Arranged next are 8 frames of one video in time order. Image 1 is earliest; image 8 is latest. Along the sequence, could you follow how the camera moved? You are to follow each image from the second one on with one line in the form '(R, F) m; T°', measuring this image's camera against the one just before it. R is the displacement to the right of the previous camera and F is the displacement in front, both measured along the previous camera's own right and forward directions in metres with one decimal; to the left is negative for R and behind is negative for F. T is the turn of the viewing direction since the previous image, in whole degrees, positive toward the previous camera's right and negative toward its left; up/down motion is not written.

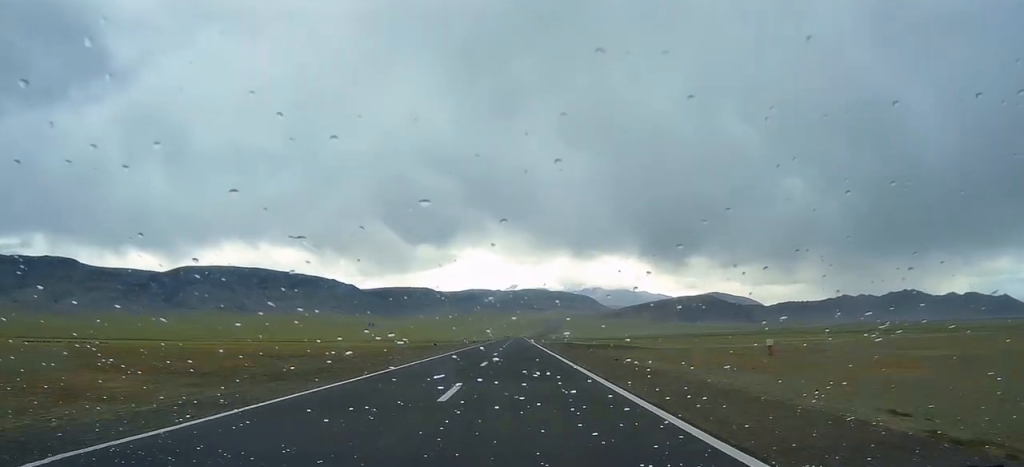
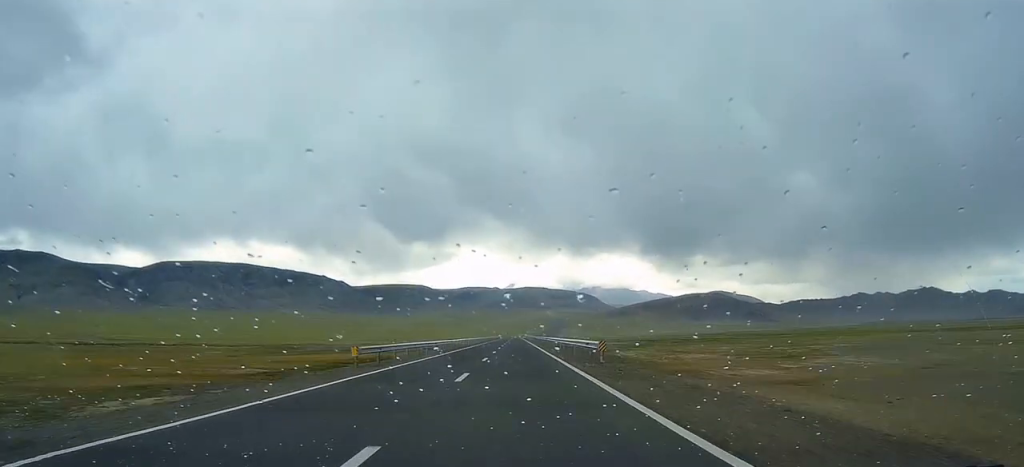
(-0.2, +241.3) m; 0°
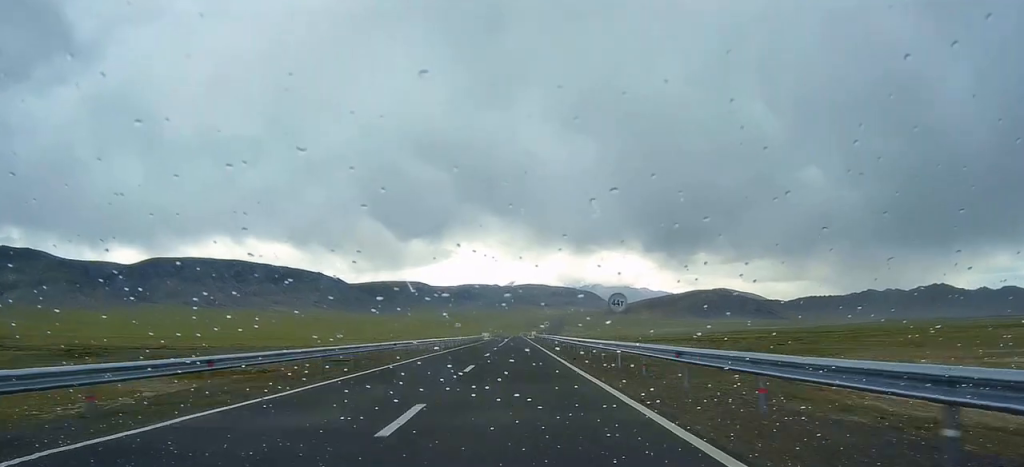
(+0.1, +116.3) m; 0°
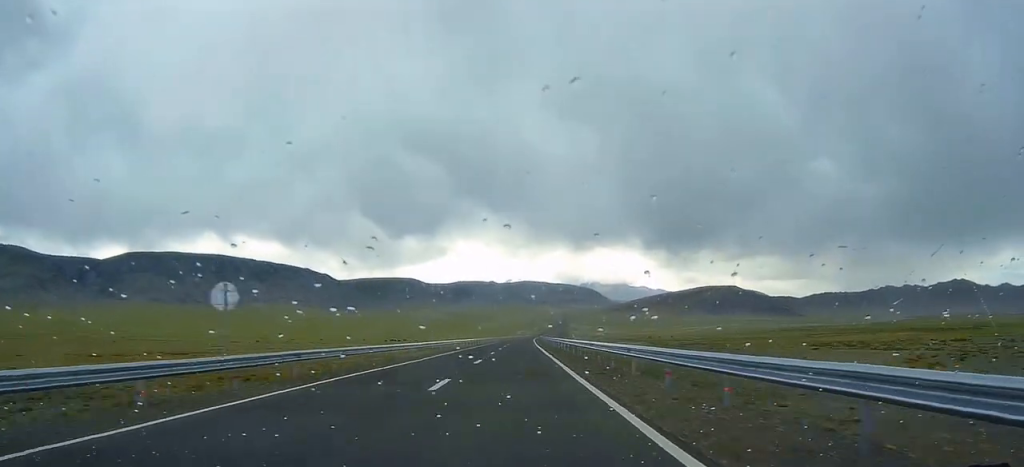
(+1.1, +242.8) m; +2°
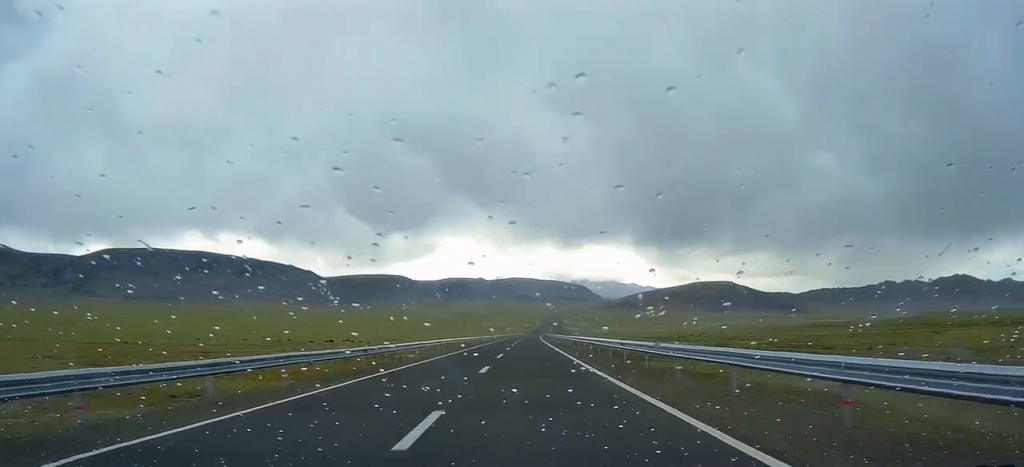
(+3.1, +117.4) m; +1°
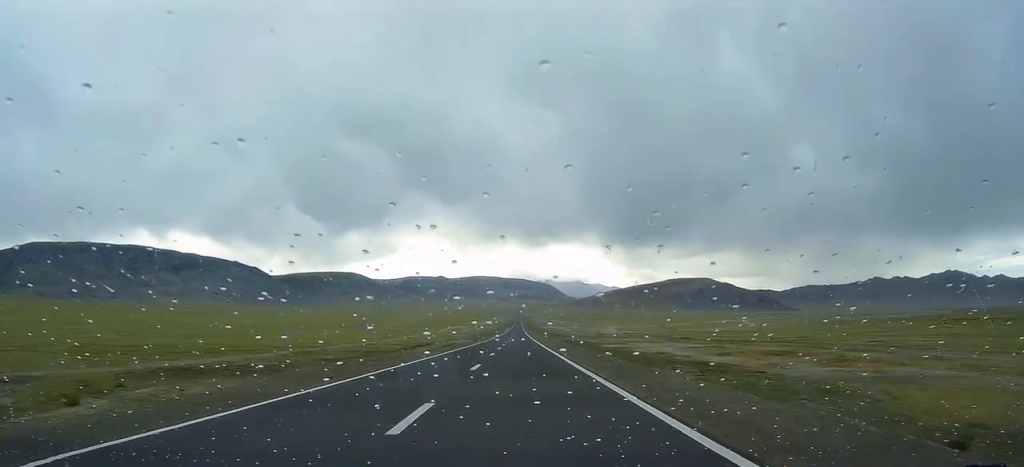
(+5.3, +282.7) m; +1°
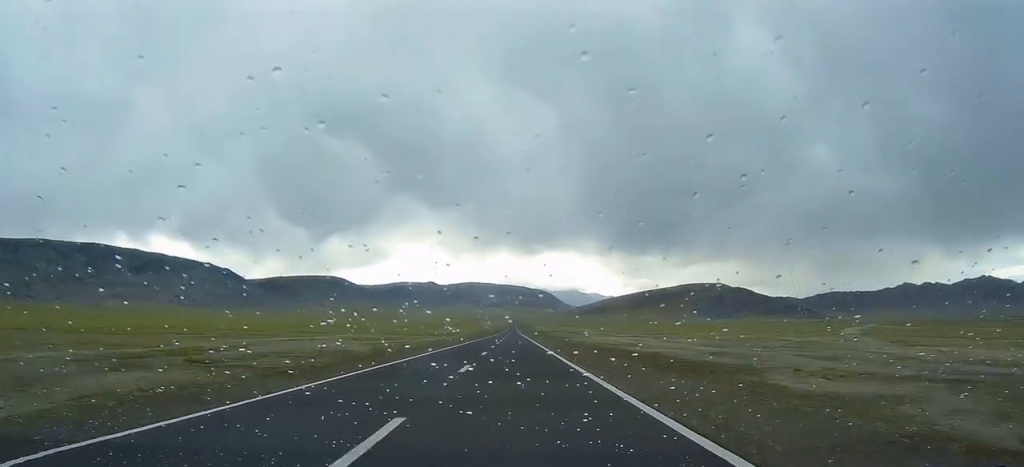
(+1.8, +315.5) m; 0°
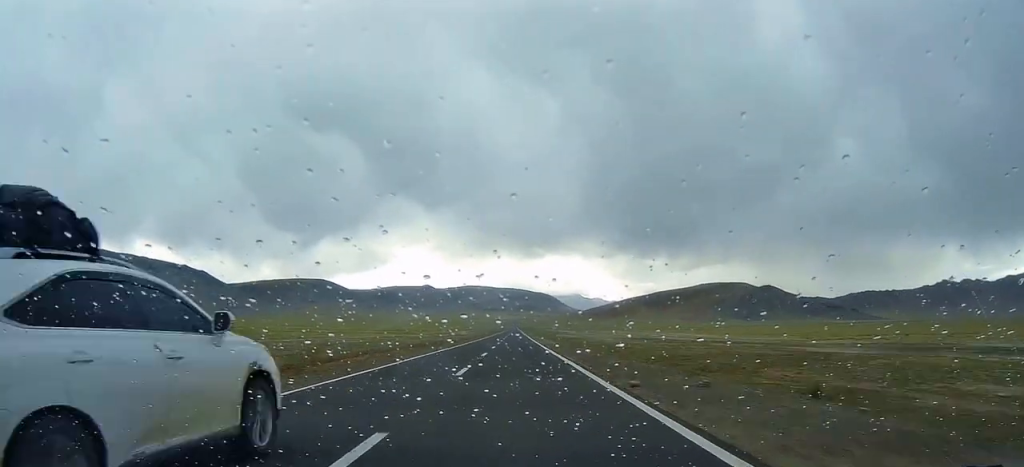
(-0.4, +327.6) m; 0°
